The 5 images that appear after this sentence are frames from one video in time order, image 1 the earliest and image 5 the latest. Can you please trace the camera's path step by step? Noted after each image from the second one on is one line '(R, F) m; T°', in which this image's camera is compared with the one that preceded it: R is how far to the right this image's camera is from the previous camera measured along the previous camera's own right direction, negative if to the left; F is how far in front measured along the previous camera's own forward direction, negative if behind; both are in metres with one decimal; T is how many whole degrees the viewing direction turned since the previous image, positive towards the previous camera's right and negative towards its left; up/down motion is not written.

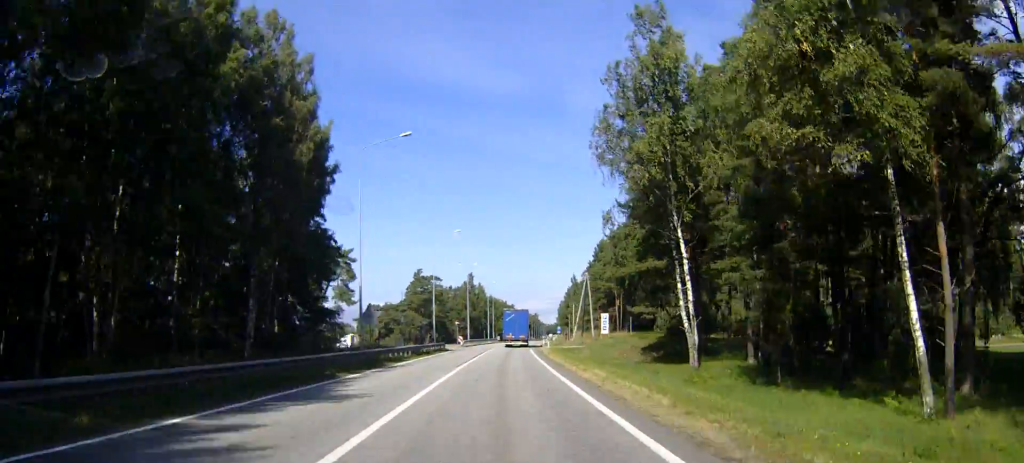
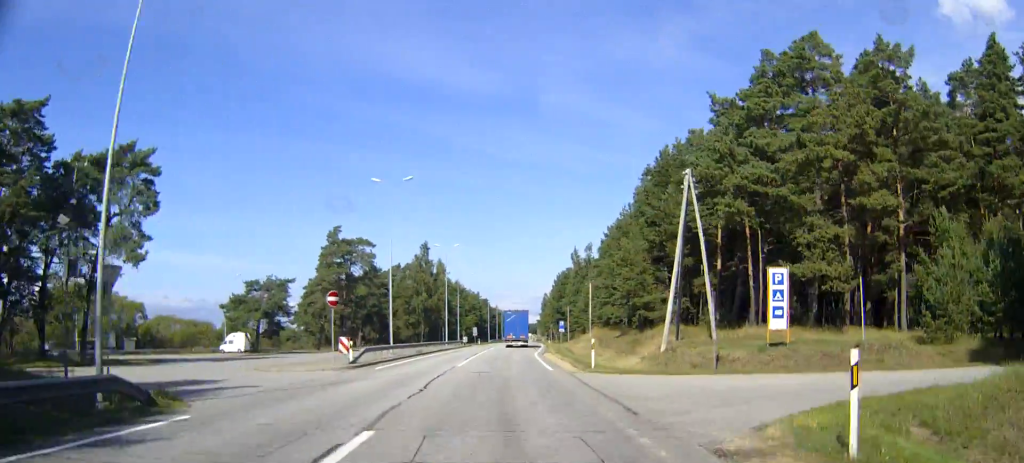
(+1.1, +61.0) m; +3°
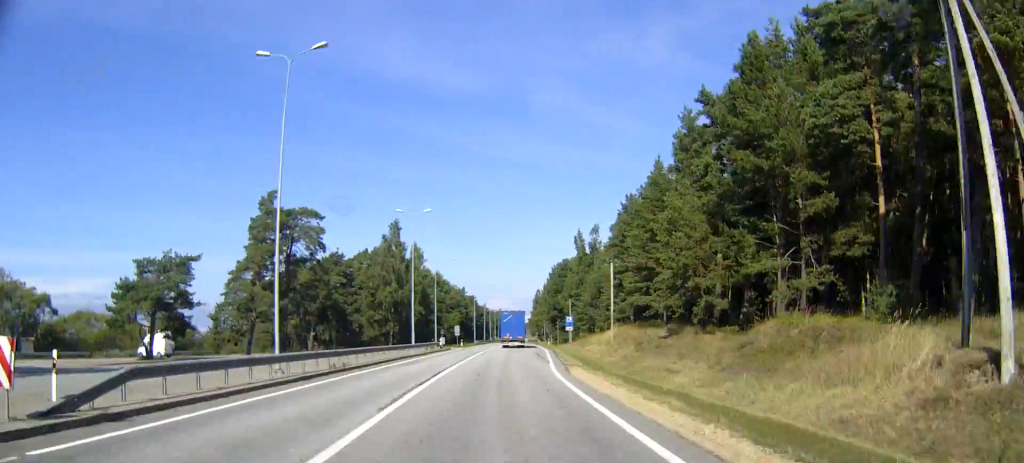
(+0.5, +24.5) m; +1°
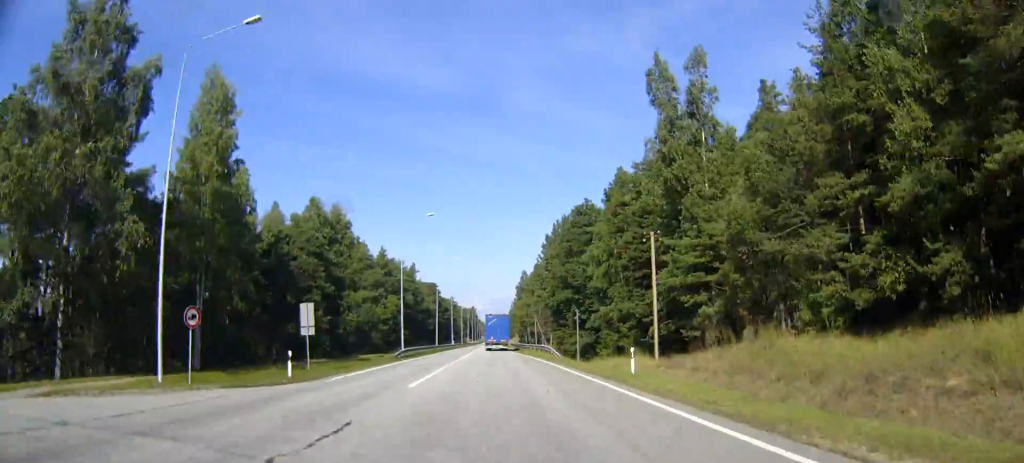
(0.0, +77.5) m; 0°
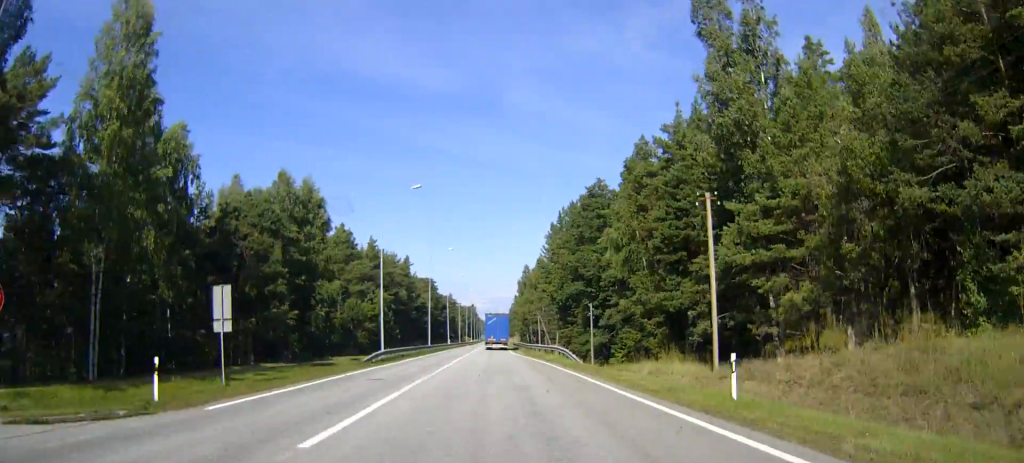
(0.0, +11.2) m; 0°
